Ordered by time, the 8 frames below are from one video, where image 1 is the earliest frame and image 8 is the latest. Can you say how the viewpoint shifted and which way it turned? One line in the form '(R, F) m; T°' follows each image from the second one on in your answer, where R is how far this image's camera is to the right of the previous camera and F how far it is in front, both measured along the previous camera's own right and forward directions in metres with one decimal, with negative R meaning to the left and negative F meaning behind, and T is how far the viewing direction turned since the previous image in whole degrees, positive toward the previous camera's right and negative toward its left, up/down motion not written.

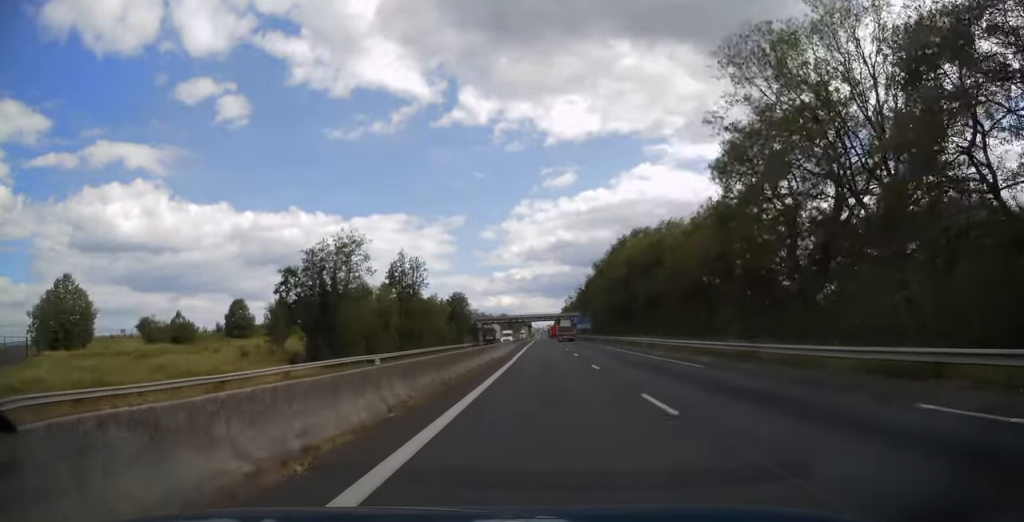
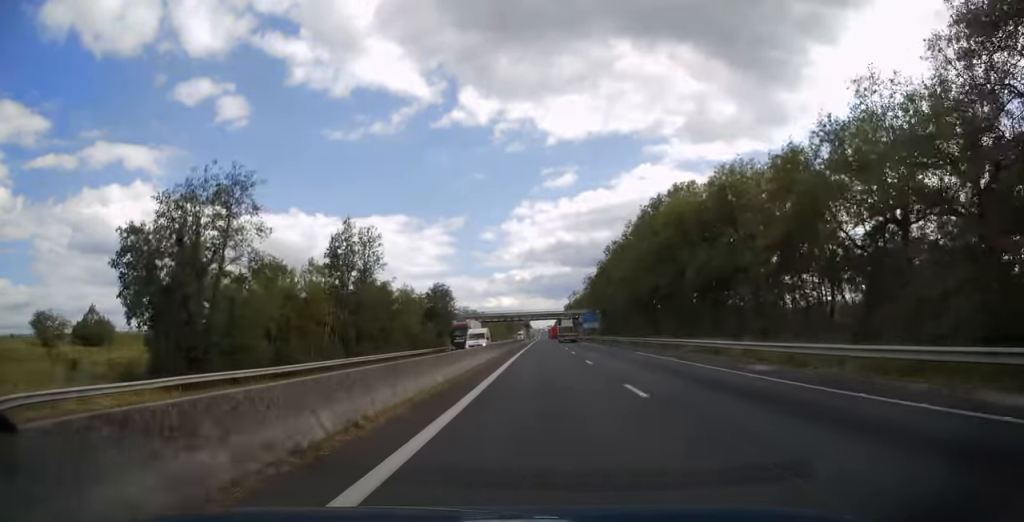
(0.0, +23.2) m; 0°
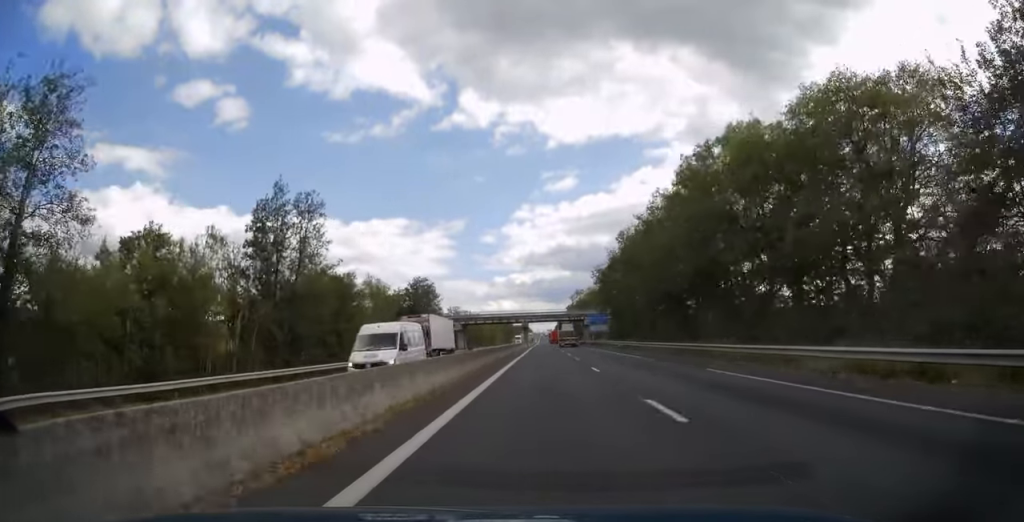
(0.0, +16.3) m; 0°
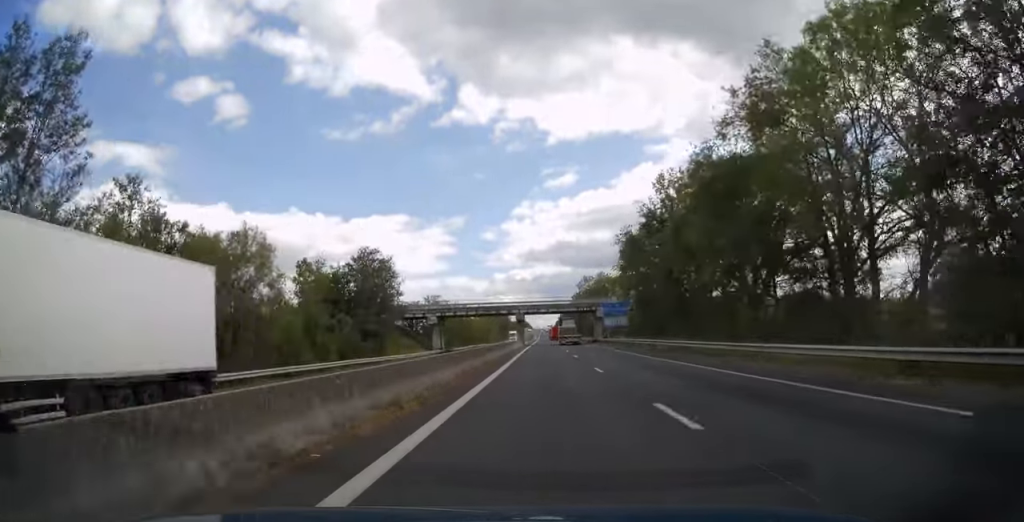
(-0.1, +26.9) m; 0°
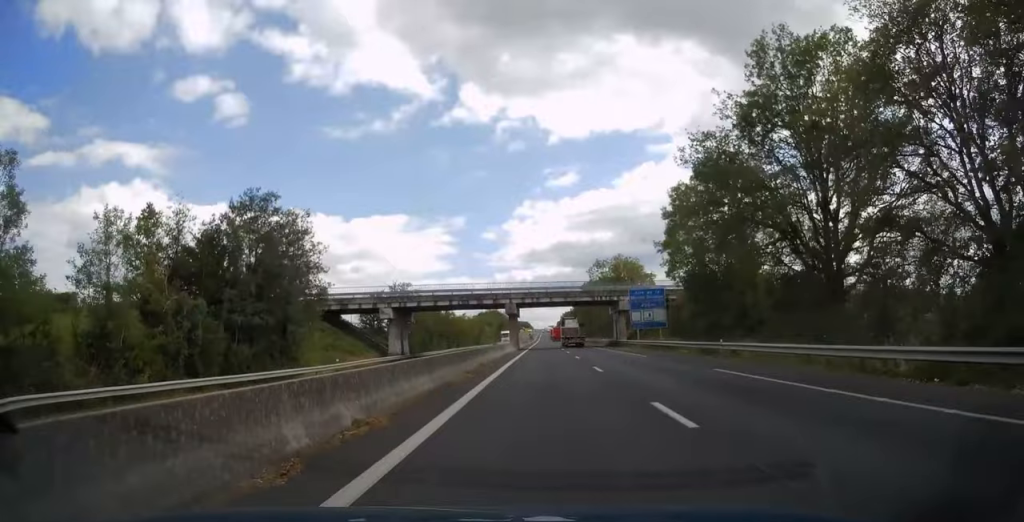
(0.0, +25.8) m; 0°
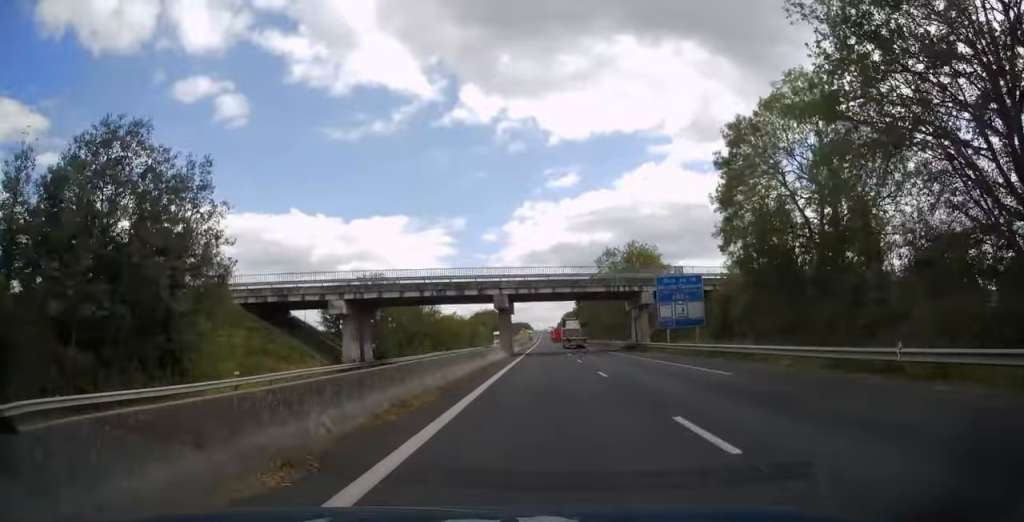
(0.0, +14.7) m; 0°
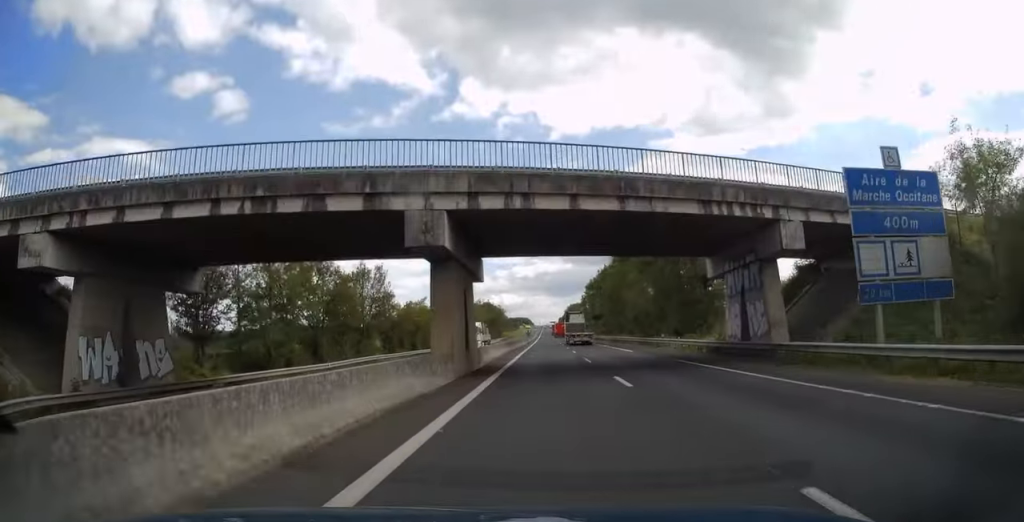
(-0.1, +30.5) m; 0°
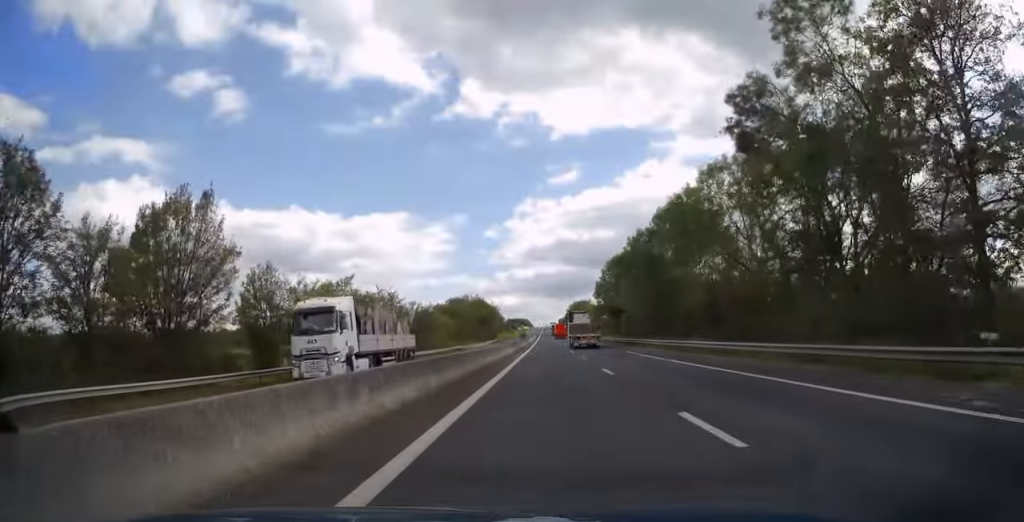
(-0.1, +33.6) m; 0°
